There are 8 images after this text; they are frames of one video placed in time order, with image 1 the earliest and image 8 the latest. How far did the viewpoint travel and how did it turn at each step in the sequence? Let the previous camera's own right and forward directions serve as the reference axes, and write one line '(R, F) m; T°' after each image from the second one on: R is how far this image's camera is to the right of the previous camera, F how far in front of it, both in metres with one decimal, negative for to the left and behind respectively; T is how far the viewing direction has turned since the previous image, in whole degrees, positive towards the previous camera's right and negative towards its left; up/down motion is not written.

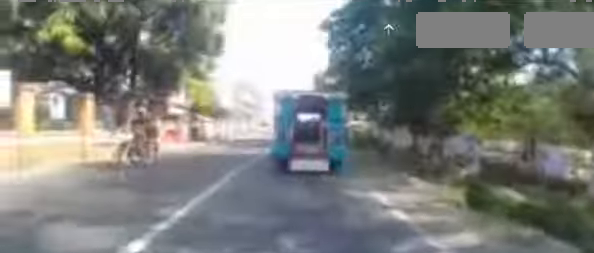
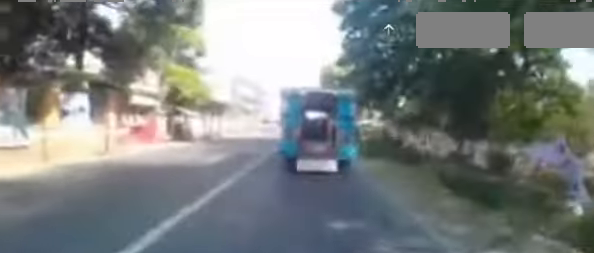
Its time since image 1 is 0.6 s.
(0.0, +4.3) m; 0°
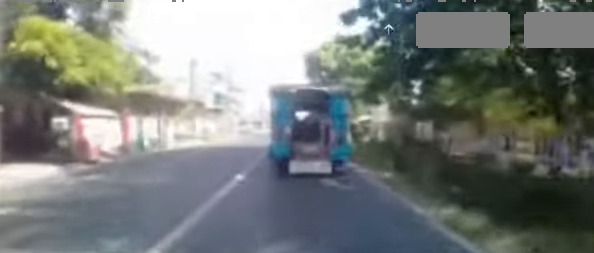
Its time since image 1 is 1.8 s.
(0.0, +8.7) m; +1°
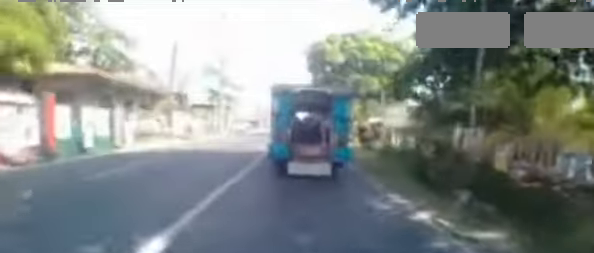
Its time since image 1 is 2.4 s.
(-0.1, +4.2) m; +3°
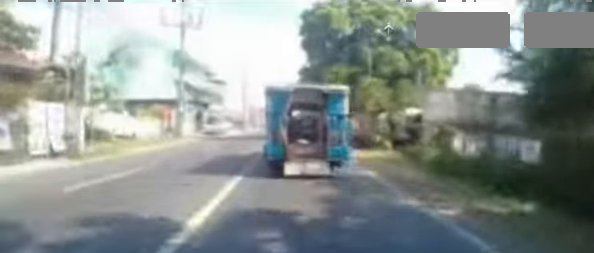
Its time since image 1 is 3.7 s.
(+0.6, +9.7) m; +3°
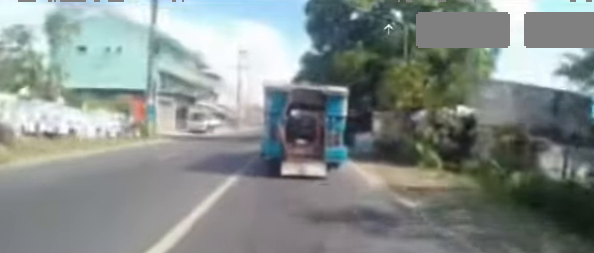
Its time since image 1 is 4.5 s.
(0.0, +5.4) m; -3°
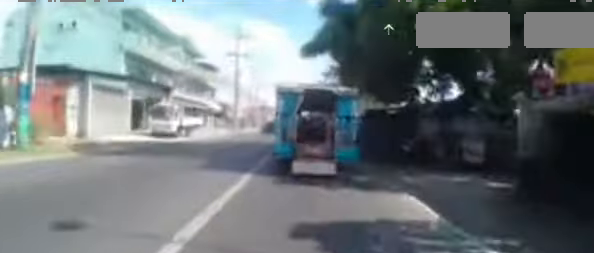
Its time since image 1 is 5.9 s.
(-0.2, +9.7) m; +2°
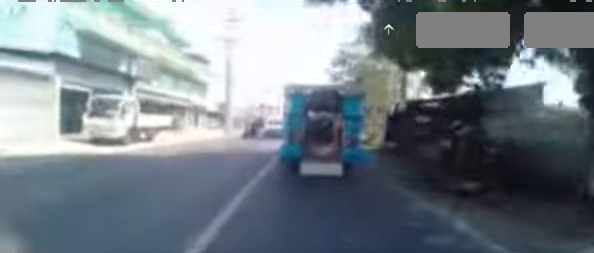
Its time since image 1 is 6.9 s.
(+0.2, +6.3) m; 0°
